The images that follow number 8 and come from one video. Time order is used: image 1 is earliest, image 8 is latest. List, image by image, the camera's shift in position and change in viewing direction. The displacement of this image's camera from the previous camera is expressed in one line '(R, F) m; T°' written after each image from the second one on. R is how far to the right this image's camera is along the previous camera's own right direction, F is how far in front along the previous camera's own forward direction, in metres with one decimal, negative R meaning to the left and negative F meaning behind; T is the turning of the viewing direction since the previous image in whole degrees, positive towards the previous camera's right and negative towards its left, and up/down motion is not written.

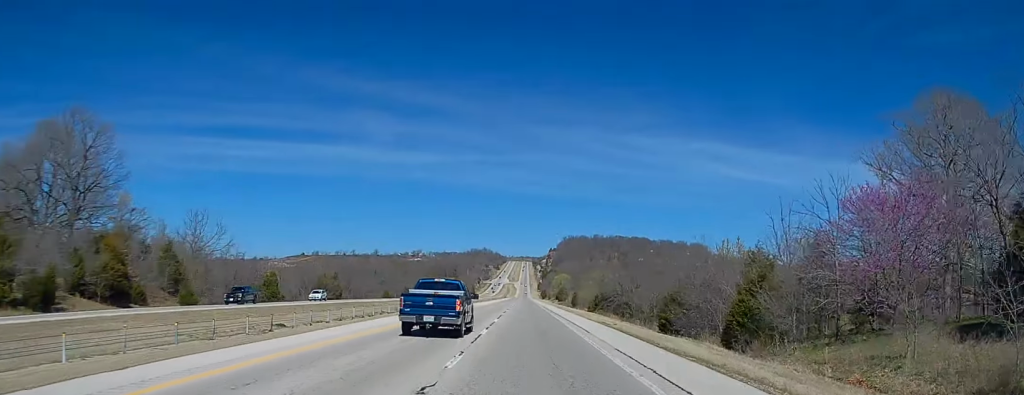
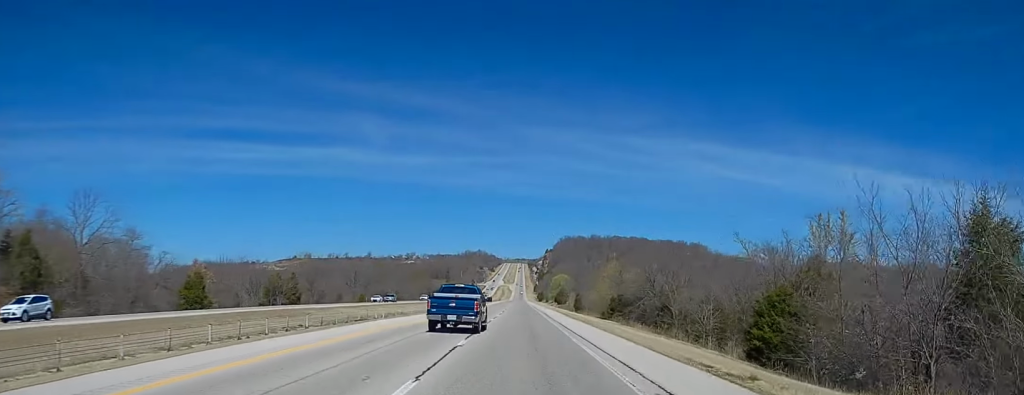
(+0.6, +30.6) m; +1°
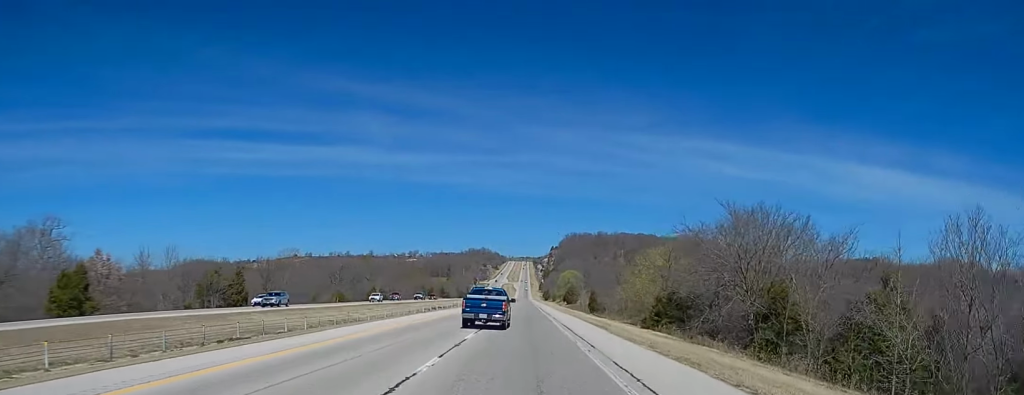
(0.0, +31.8) m; 0°
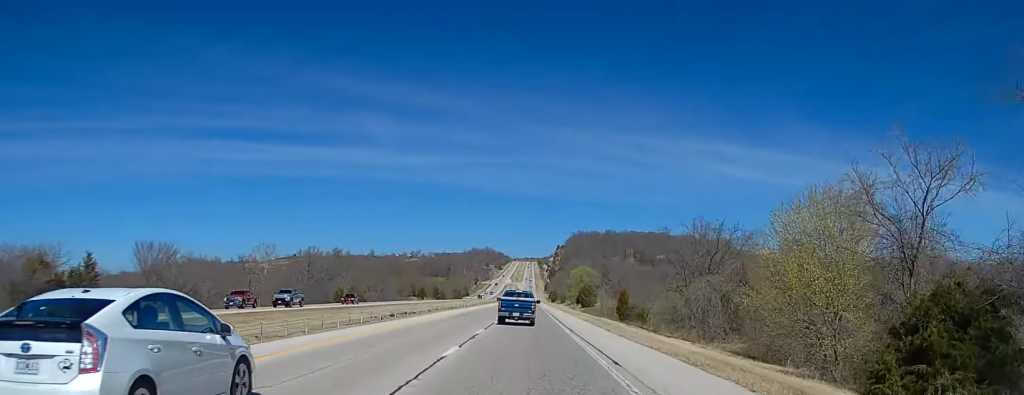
(+0.1, +45.2) m; -1°
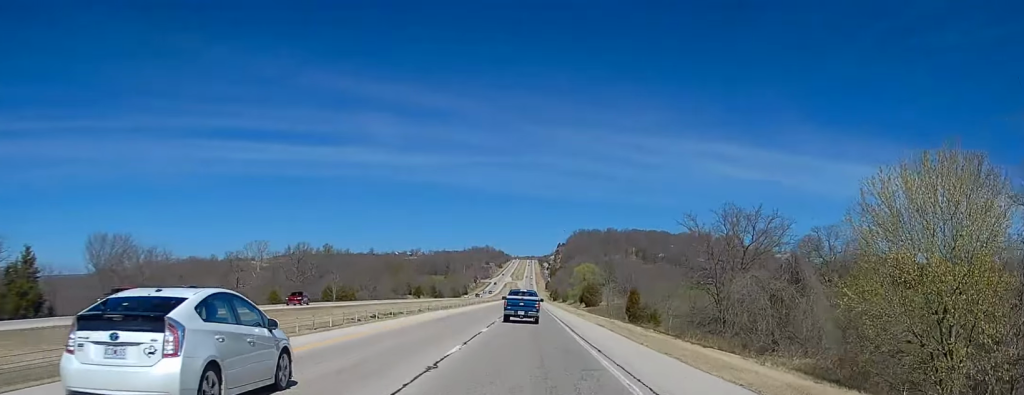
(+0.1, +11.2) m; -1°
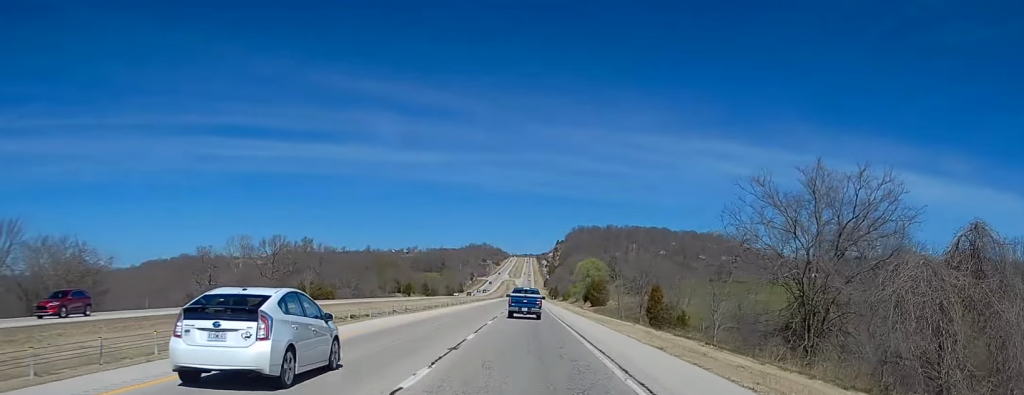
(-0.4, +20.0) m; 0°
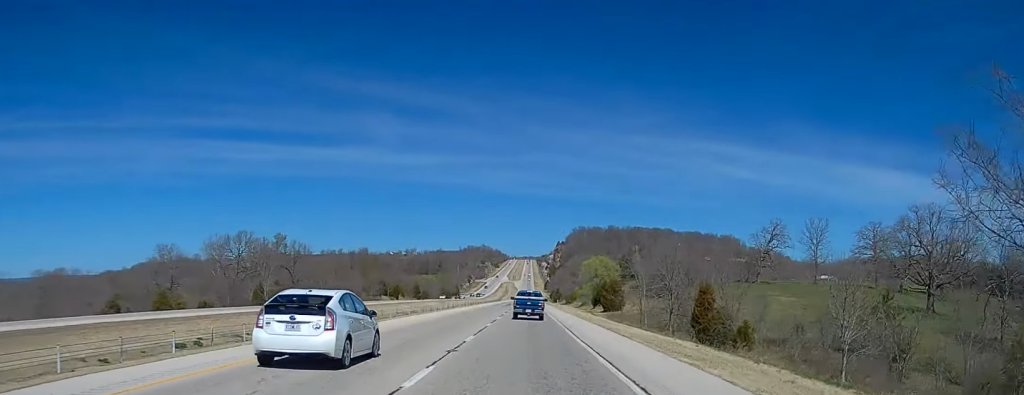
(+0.2, +24.8) m; +1°
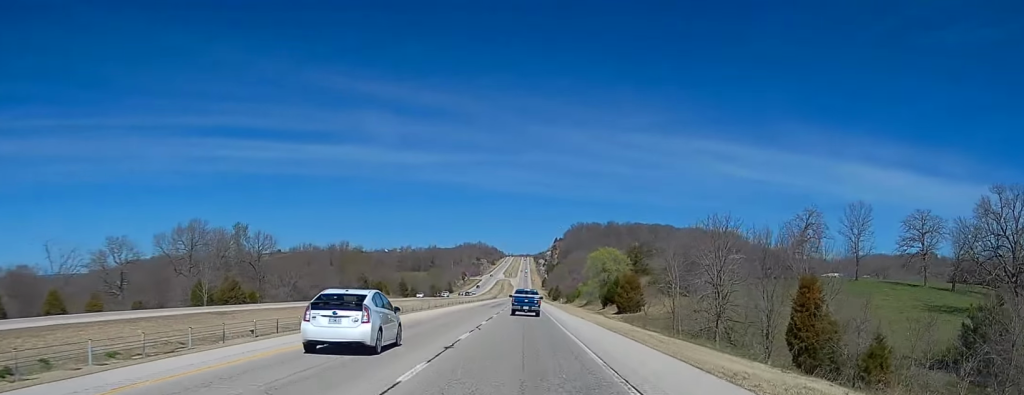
(+0.3, +24.3) m; +1°
